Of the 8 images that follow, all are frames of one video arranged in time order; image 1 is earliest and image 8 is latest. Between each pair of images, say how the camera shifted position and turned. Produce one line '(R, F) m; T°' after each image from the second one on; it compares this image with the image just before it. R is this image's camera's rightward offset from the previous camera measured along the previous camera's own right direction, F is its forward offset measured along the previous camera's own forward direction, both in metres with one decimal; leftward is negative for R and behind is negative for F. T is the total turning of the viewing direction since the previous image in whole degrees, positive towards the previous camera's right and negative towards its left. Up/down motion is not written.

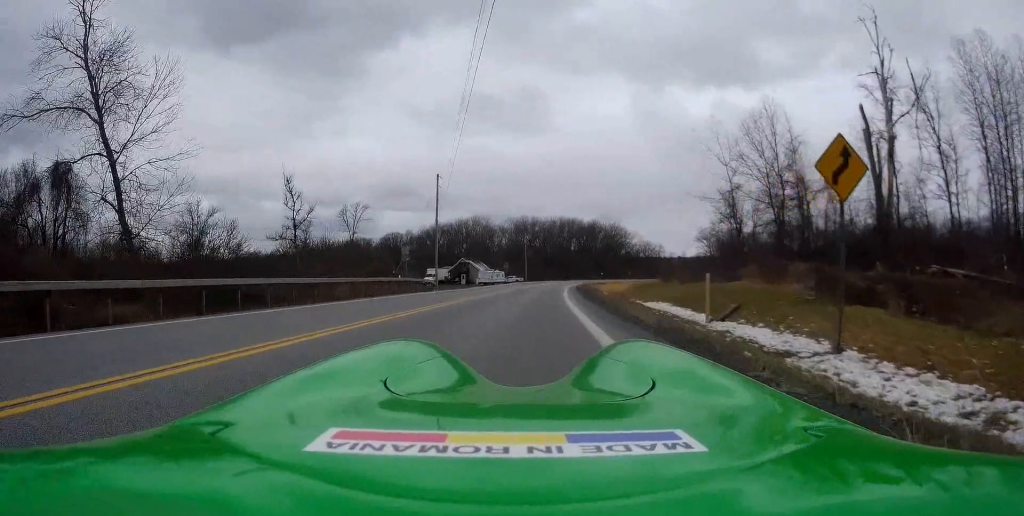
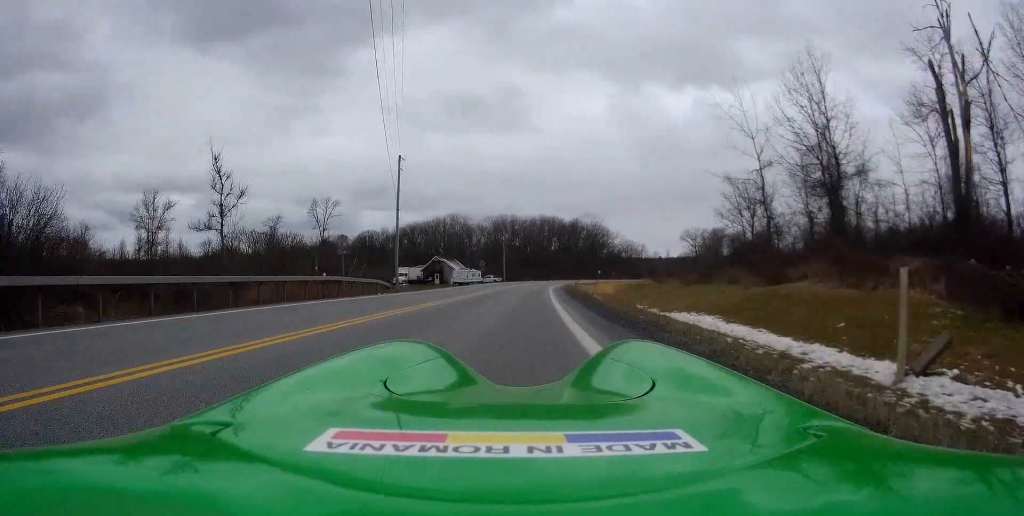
(-0.7, +9.1) m; 0°
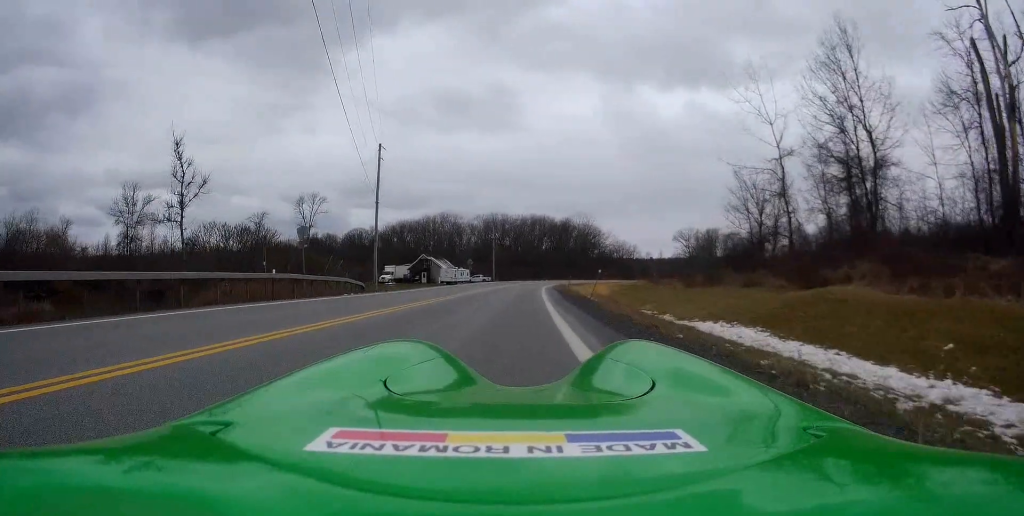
(+0.4, +4.1) m; +4°
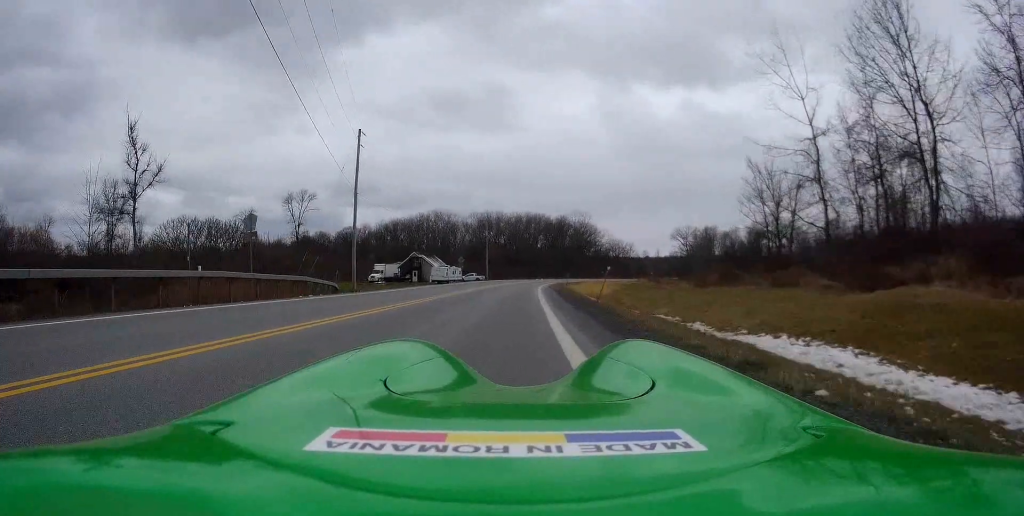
(+0.3, +4.4) m; +1°
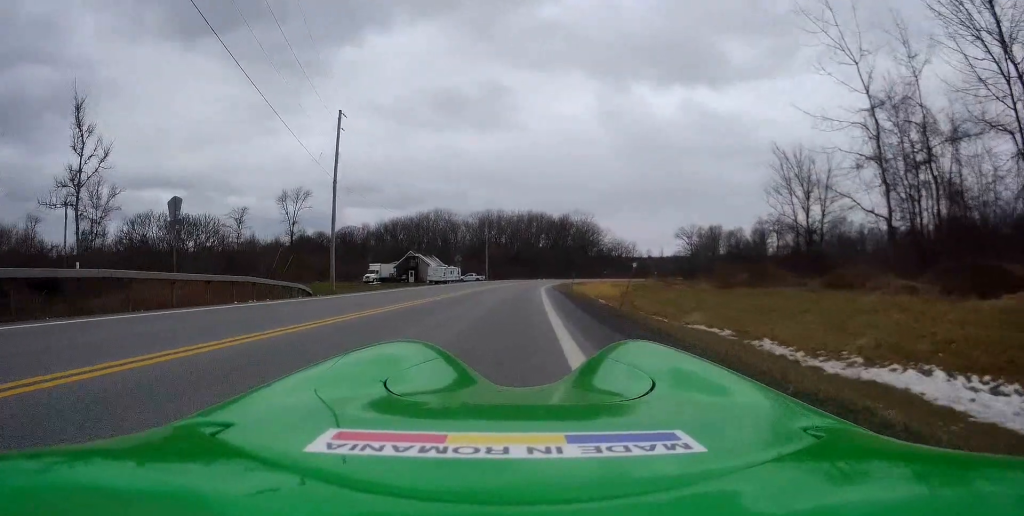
(-0.3, +5.0) m; -4°
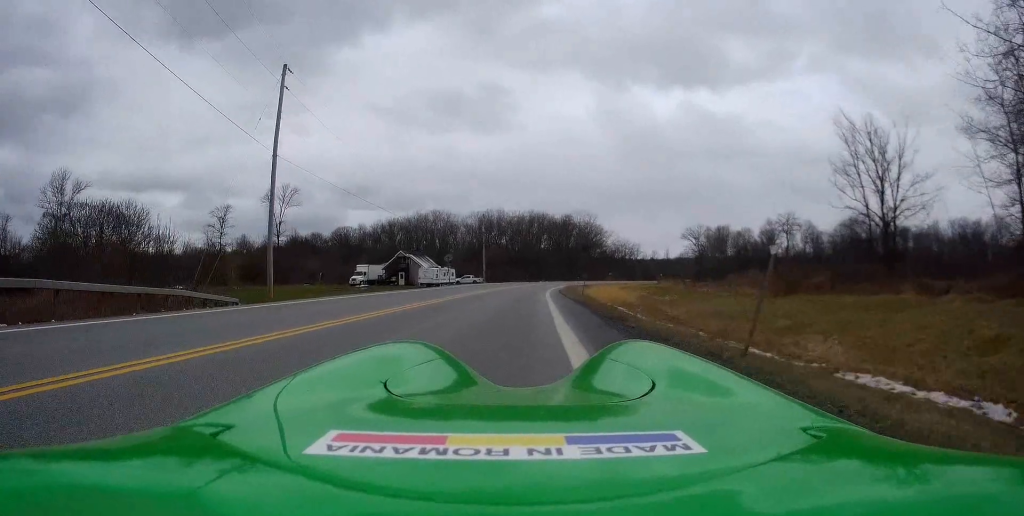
(0.0, +9.7) m; -3°
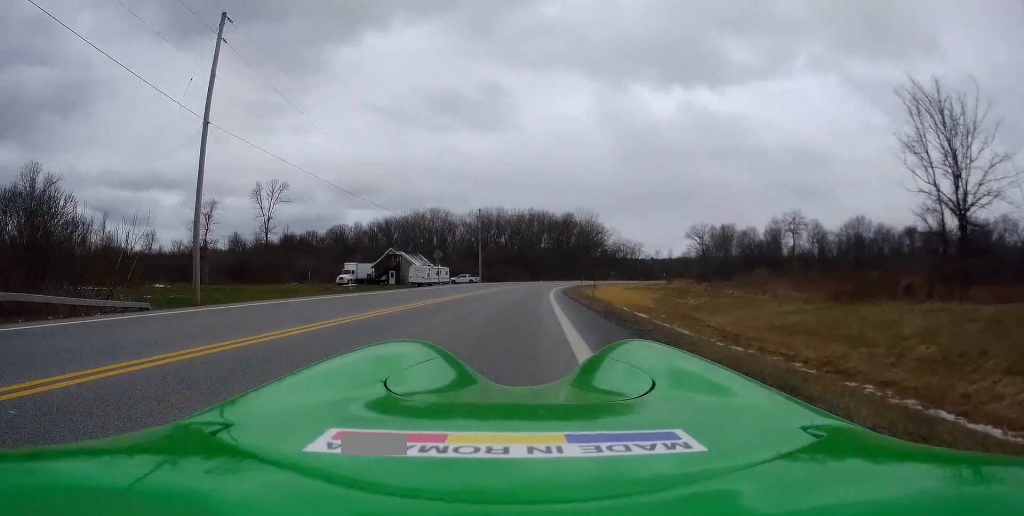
(-0.4, +6.8) m; -2°
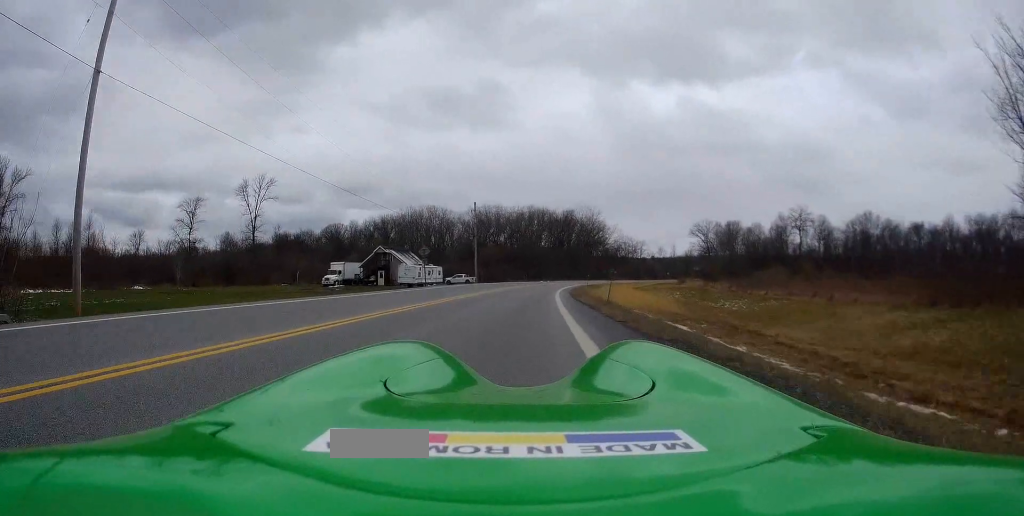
(+0.2, +6.4) m; +4°
